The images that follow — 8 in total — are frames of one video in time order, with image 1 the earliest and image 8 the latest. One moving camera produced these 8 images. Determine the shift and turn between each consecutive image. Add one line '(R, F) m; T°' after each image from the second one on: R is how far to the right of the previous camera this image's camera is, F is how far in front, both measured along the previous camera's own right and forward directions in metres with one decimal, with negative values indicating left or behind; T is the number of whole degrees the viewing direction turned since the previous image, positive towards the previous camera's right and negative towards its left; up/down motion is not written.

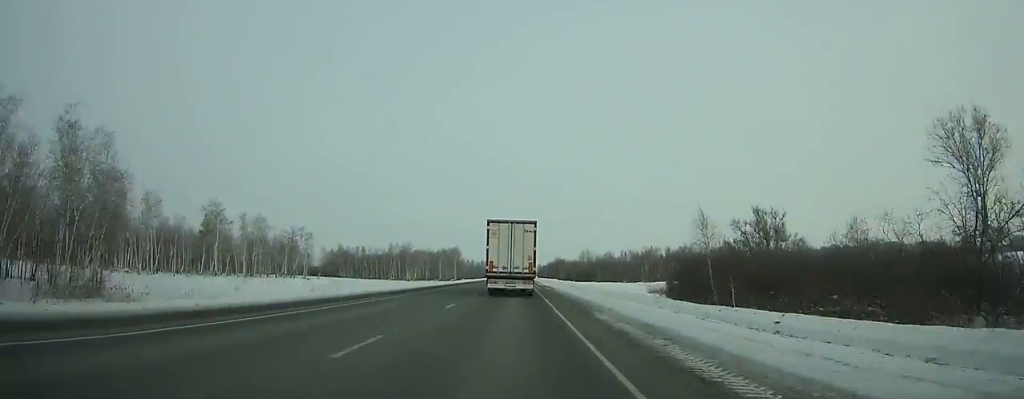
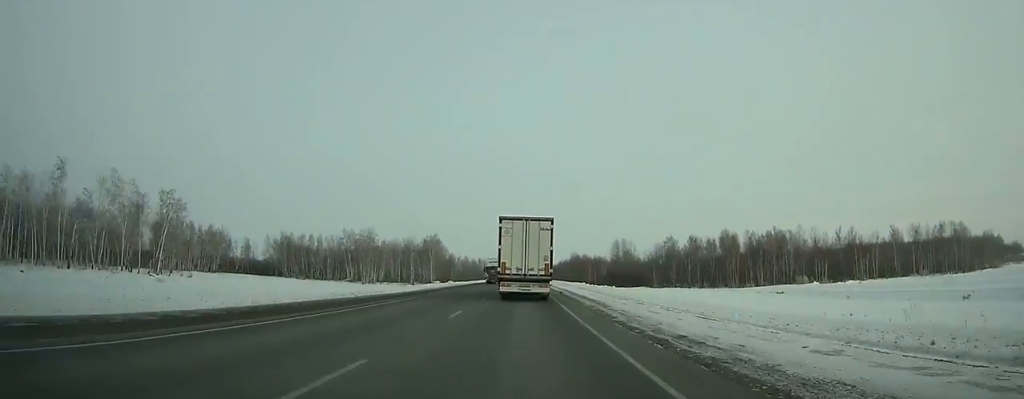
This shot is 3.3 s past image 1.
(-0.4, +75.9) m; 0°
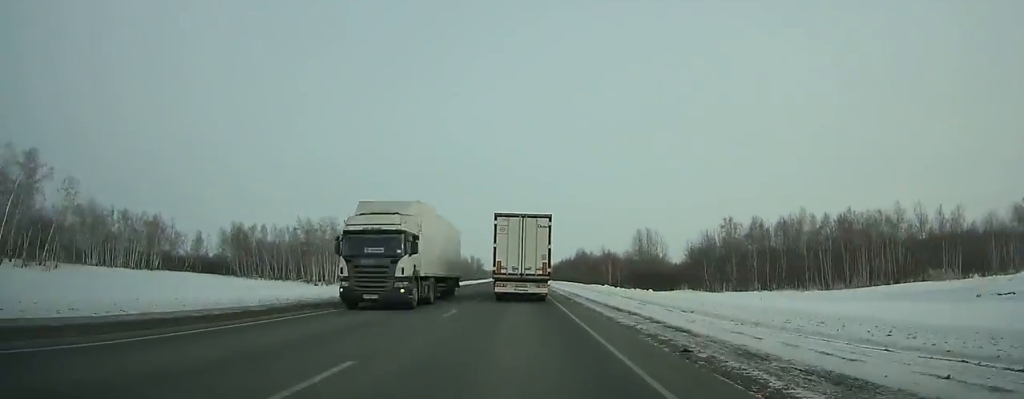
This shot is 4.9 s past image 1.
(0.0, +38.0) m; 0°
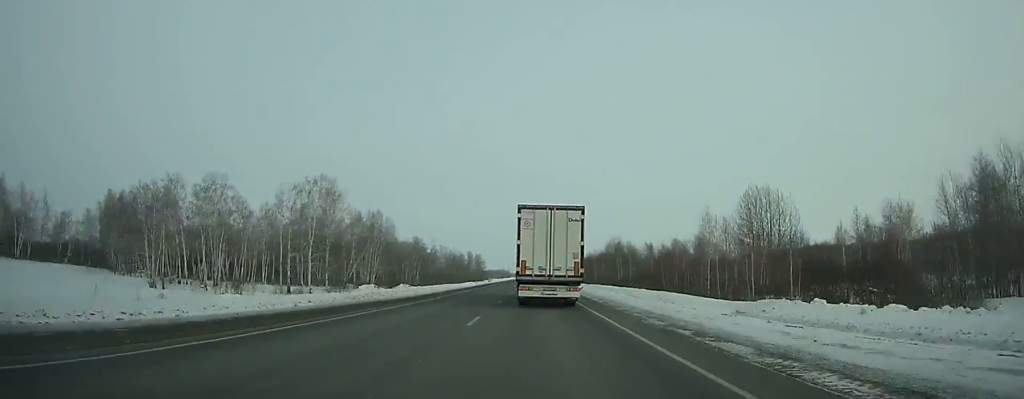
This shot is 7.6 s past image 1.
(-0.2, +66.0) m; 0°
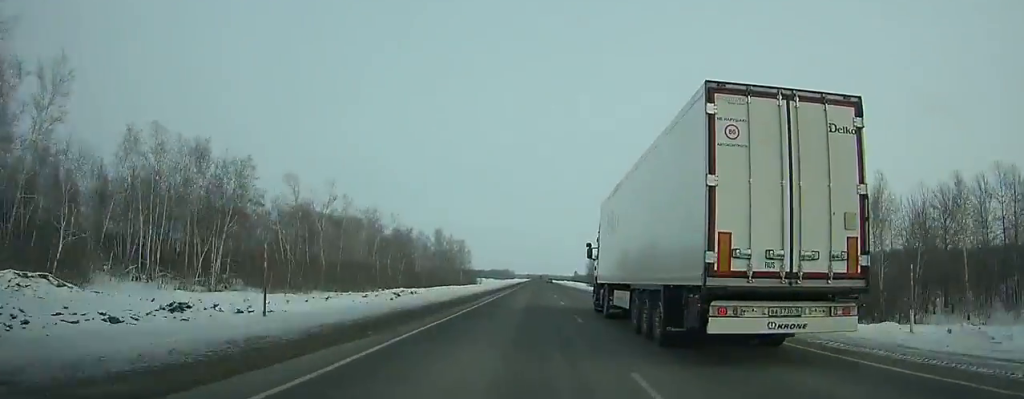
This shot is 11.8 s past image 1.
(-0.5, +109.4) m; 0°
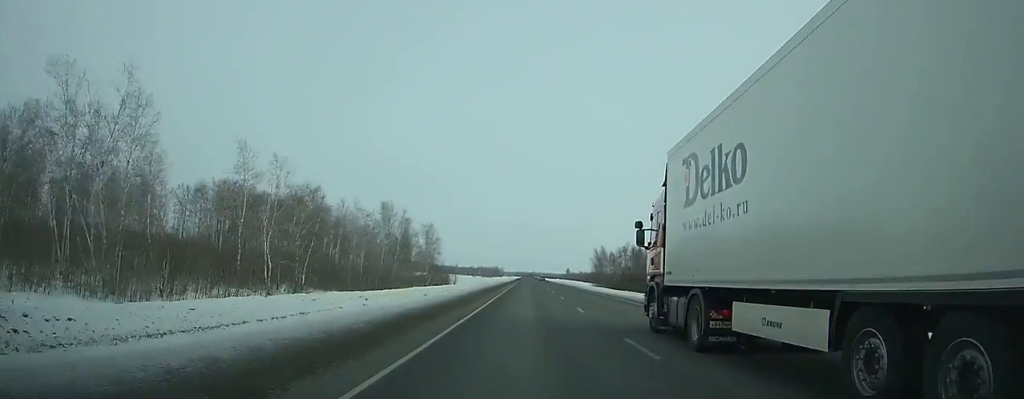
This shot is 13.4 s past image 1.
(+0.3, +44.5) m; +1°
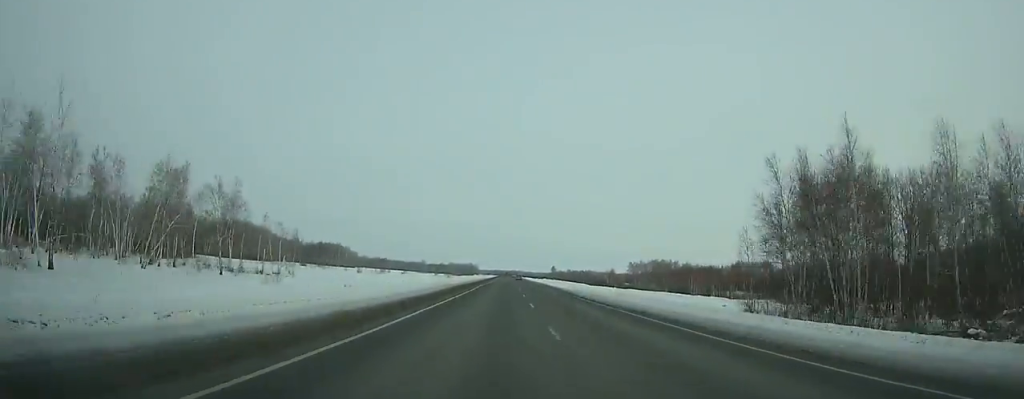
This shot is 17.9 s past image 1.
(+2.3, +129.2) m; +1°
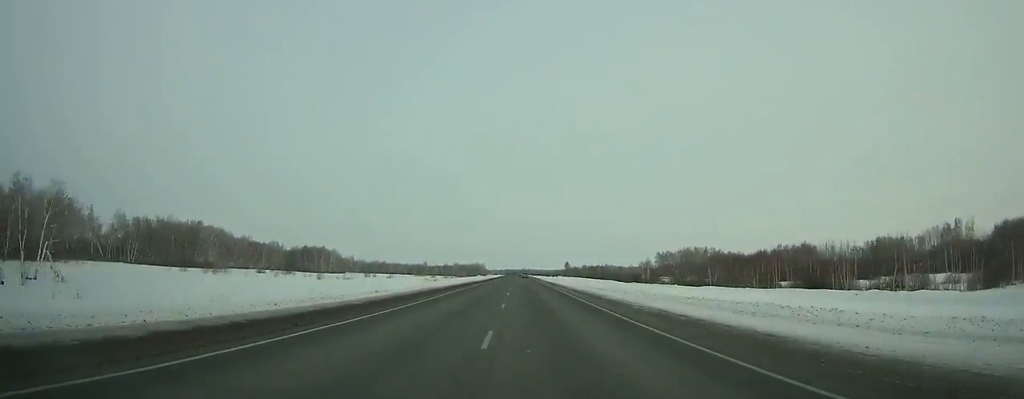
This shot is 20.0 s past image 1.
(0.0, +62.1) m; 0°
